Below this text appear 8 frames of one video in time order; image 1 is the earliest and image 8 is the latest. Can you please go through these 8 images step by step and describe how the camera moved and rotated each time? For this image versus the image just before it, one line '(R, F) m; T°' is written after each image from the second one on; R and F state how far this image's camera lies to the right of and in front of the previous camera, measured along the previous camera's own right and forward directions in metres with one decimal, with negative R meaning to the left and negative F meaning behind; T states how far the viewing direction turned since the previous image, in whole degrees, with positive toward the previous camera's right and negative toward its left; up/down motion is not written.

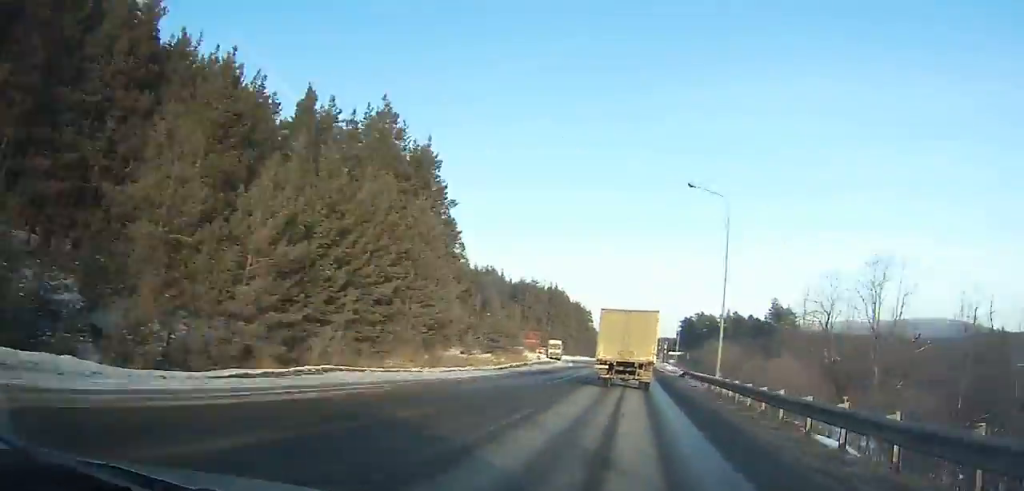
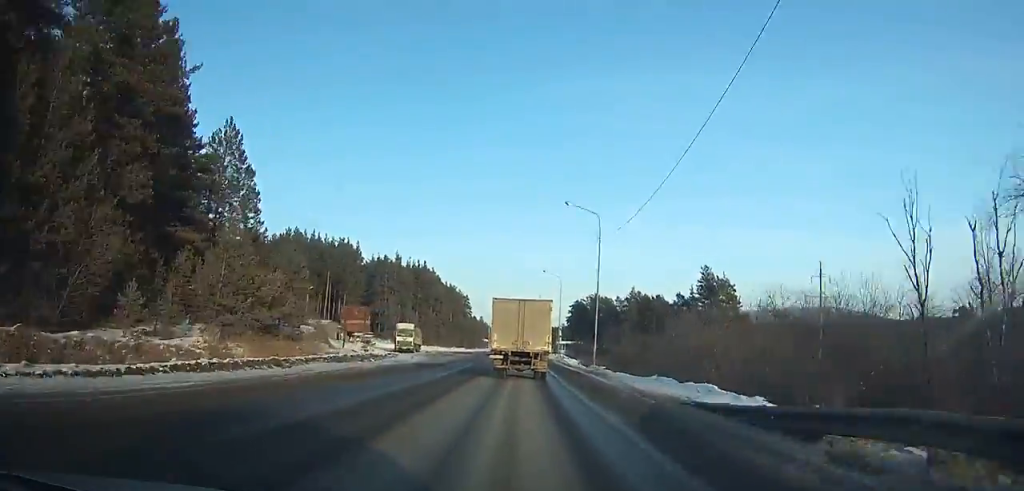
(0.0, +32.8) m; 0°
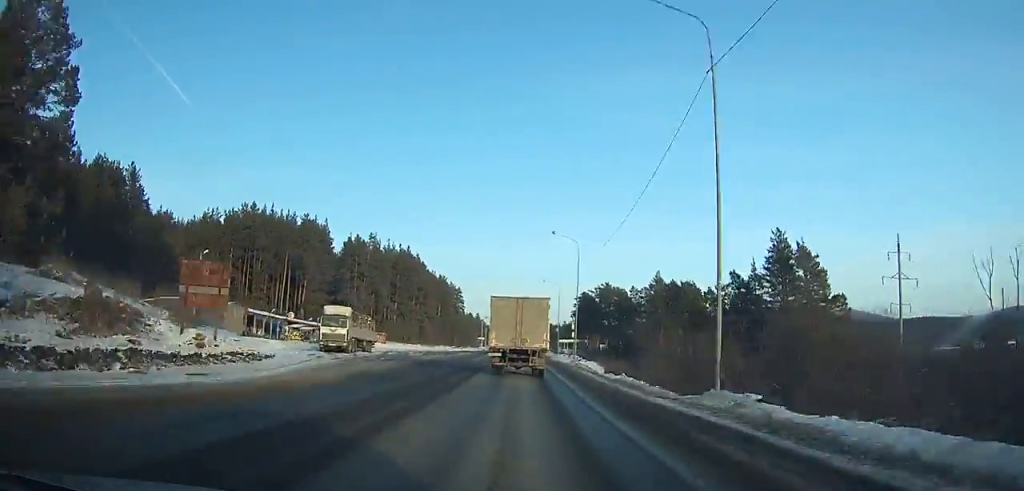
(-0.1, +27.5) m; 0°
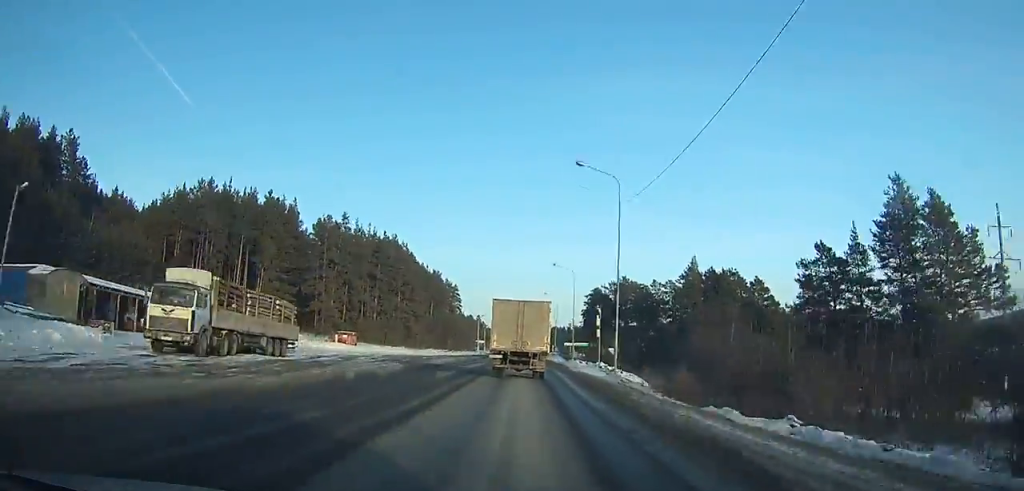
(+0.1, +22.1) m; 0°
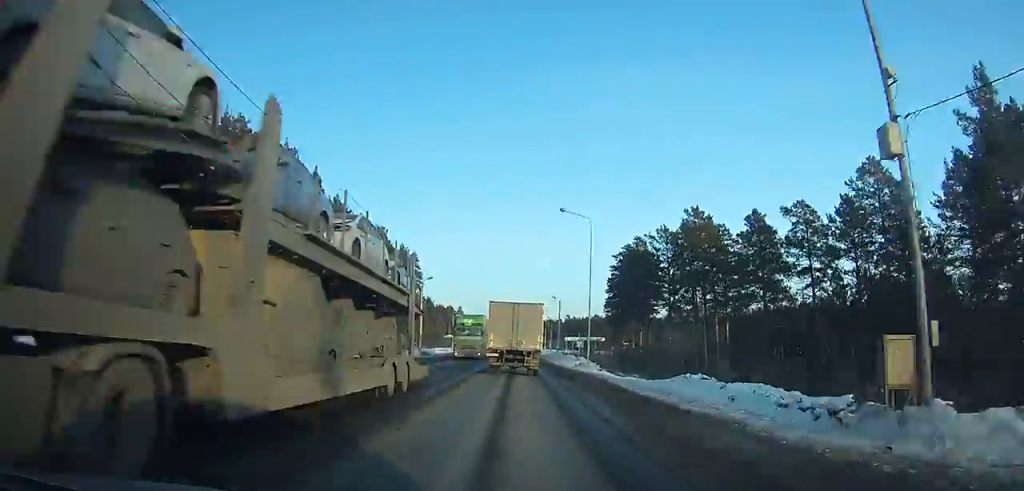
(+0.4, +66.3) m; 0°
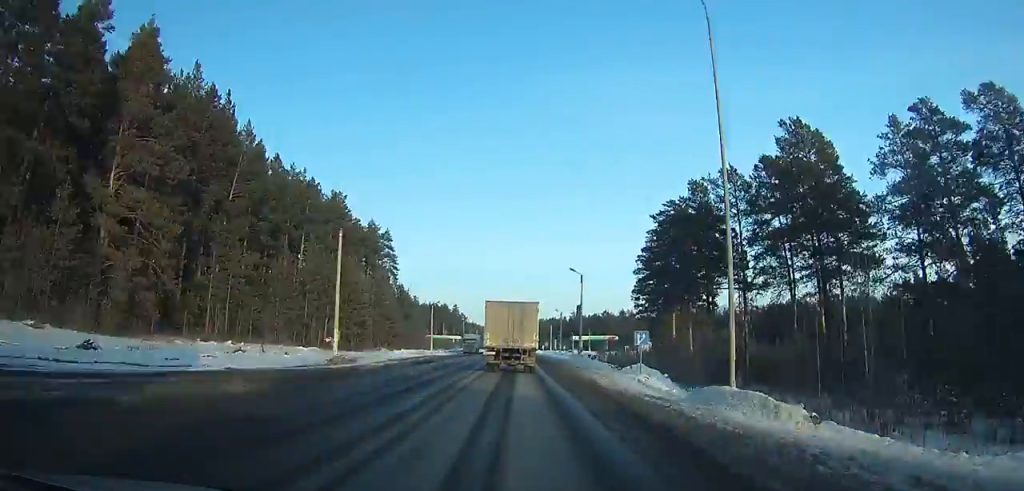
(0.0, +30.7) m; 0°
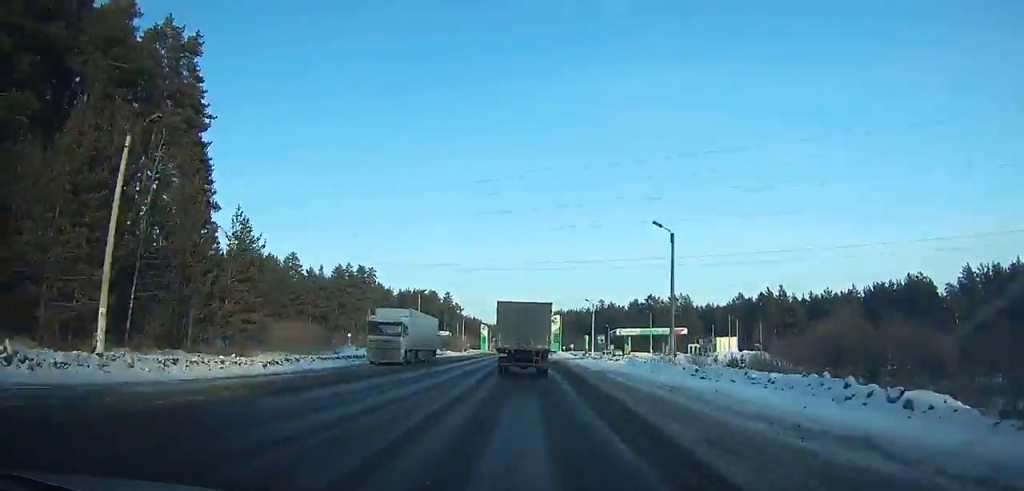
(-0.9, +77.0) m; -1°
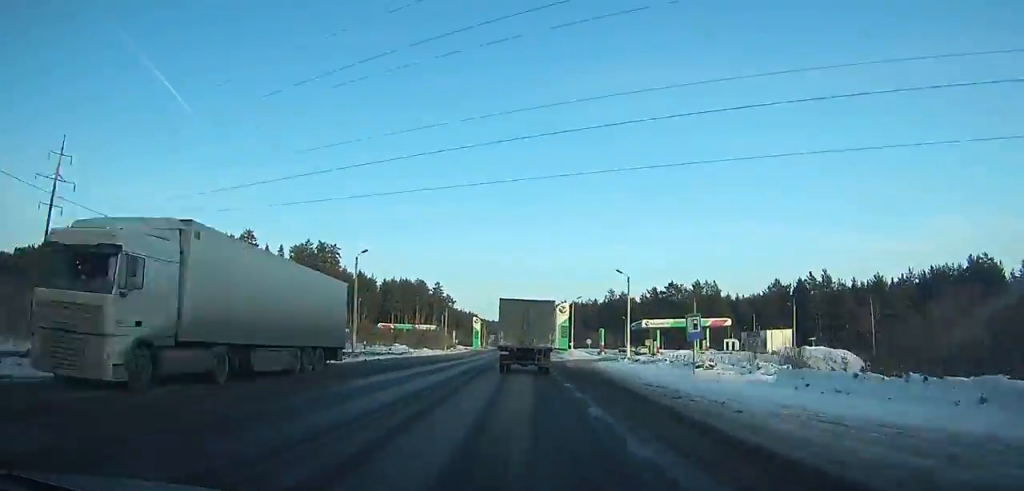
(0.0, +29.2) m; 0°
